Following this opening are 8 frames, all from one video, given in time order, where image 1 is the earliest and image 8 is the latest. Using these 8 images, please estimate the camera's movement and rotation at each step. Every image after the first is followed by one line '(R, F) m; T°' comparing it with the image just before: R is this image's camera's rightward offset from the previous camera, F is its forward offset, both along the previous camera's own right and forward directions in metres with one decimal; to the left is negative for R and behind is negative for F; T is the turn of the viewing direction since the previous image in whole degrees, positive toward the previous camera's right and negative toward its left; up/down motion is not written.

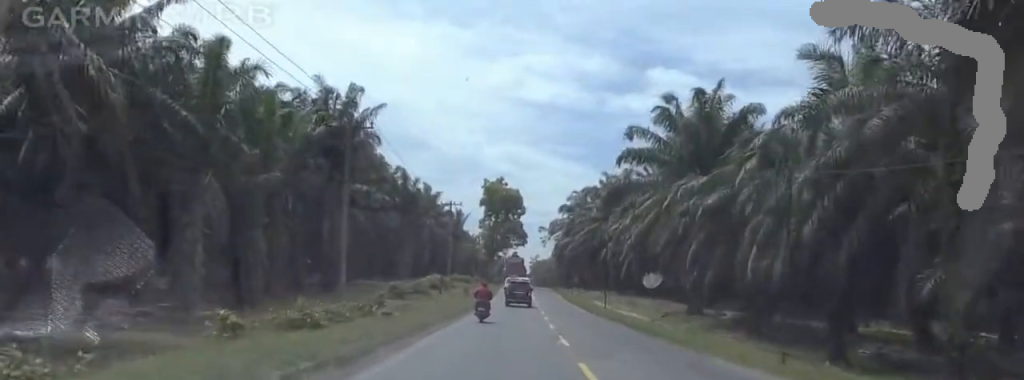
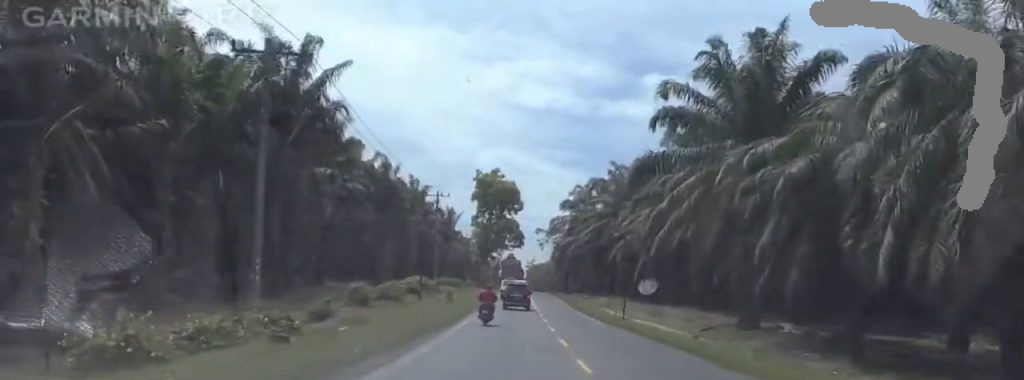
(-0.5, +15.4) m; +1°
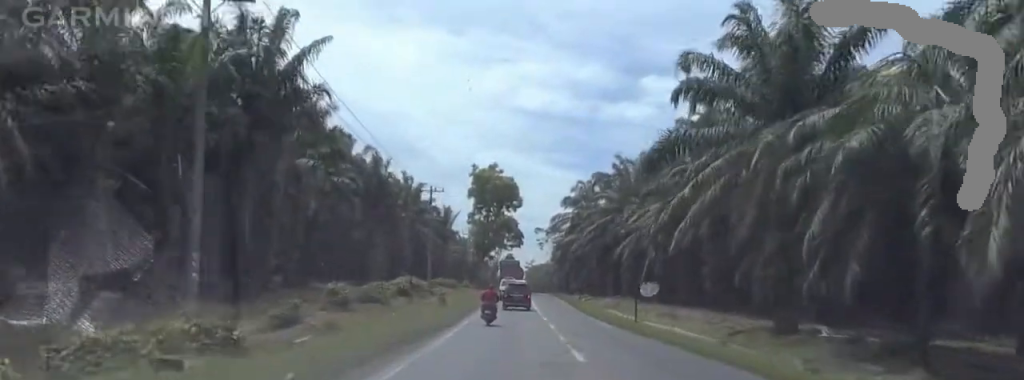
(-0.3, +6.4) m; +2°
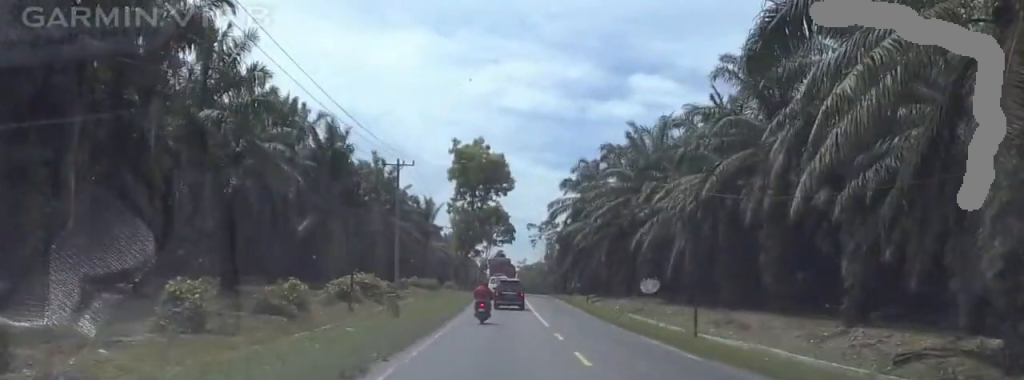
(+1.4, +20.1) m; +1°
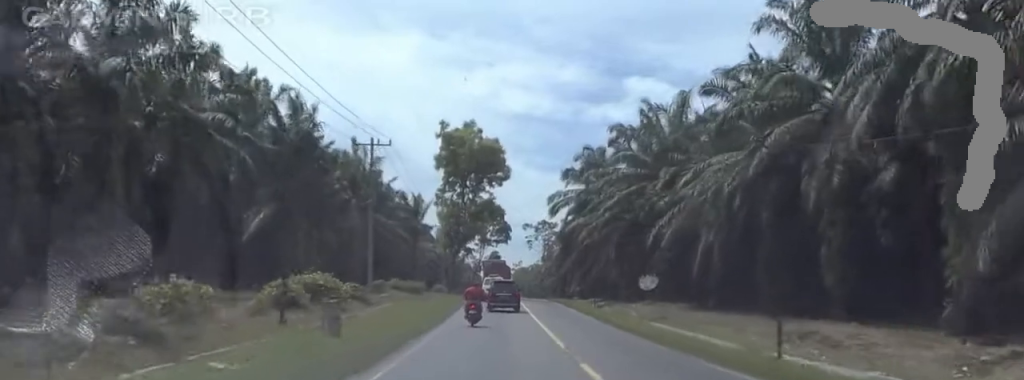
(-1.2, +11.7) m; 0°
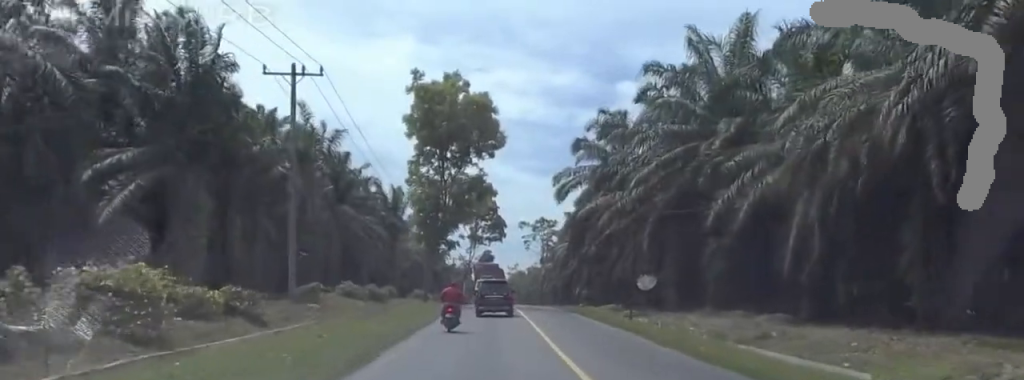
(+1.0, +21.1) m; 0°
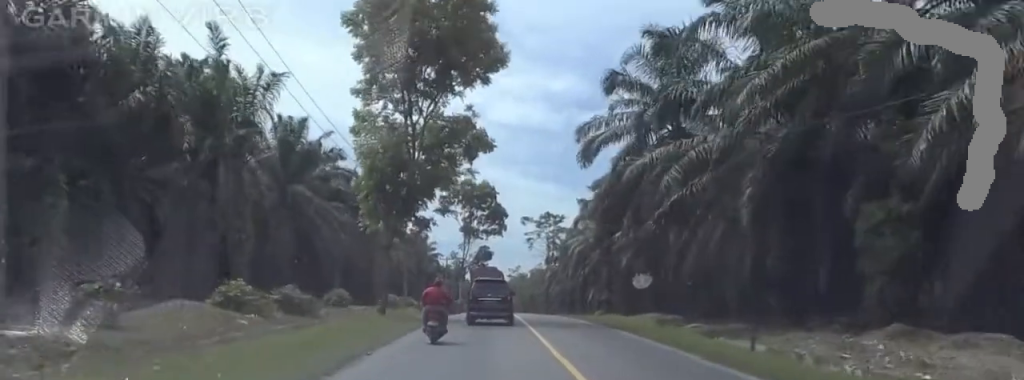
(+0.4, +22.7) m; 0°
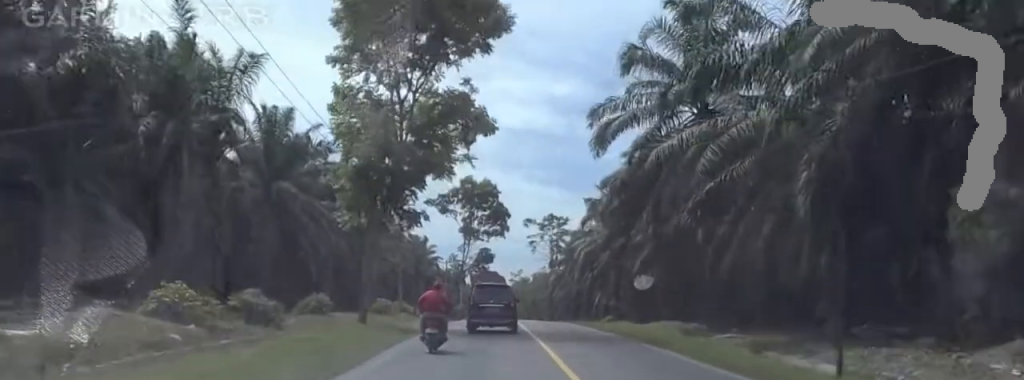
(-0.3, +5.9) m; -1°
